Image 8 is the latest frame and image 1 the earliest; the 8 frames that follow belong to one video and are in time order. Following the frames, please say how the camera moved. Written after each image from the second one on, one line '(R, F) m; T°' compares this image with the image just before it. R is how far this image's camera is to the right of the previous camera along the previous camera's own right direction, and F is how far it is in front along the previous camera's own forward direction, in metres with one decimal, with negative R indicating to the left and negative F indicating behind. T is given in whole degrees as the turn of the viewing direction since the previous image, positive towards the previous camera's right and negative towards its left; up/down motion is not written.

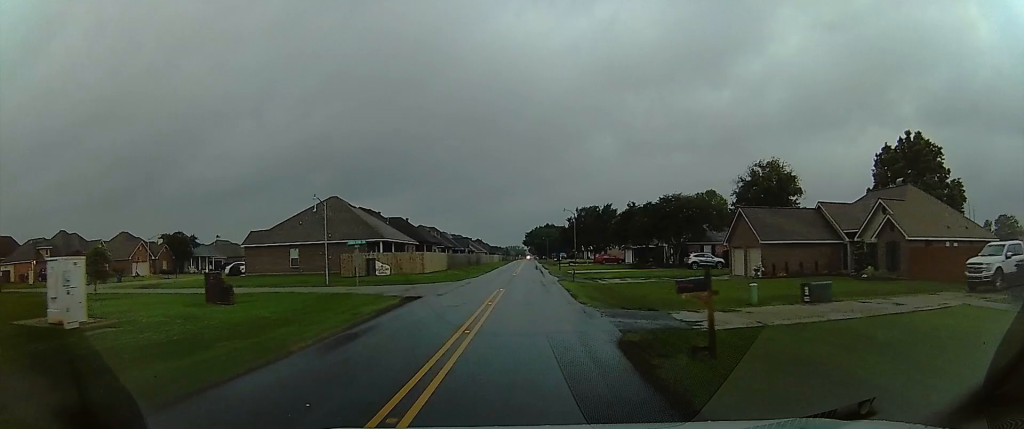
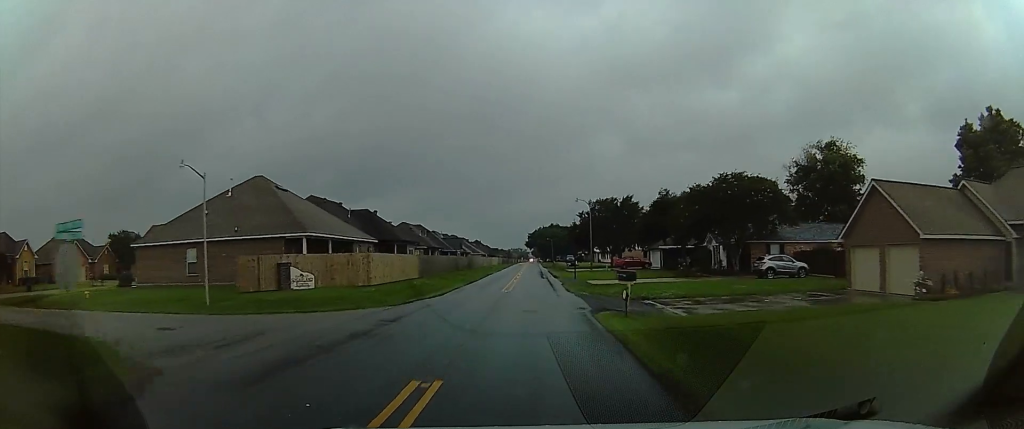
(0.0, +16.4) m; 0°
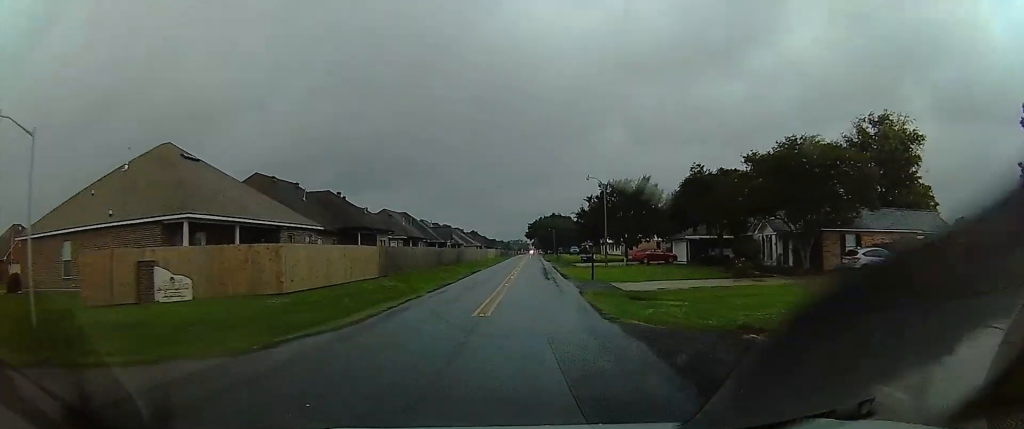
(0.0, +11.4) m; 0°
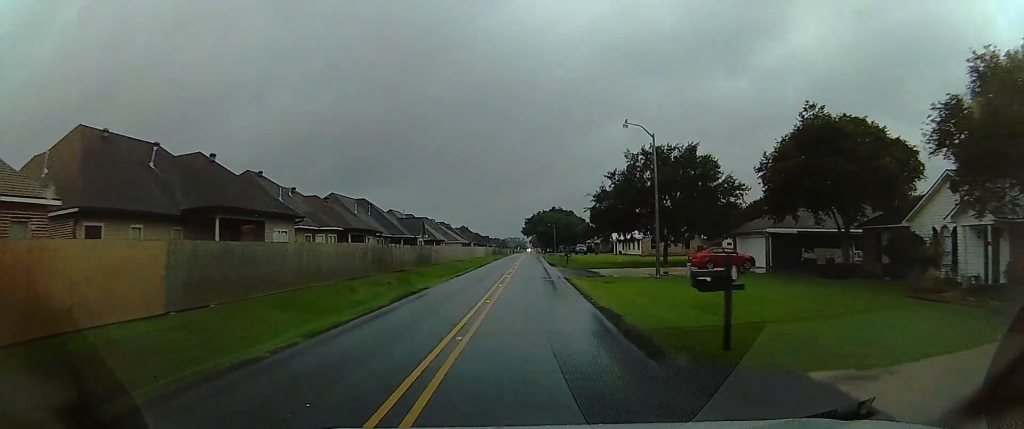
(0.0, +20.8) m; 0°
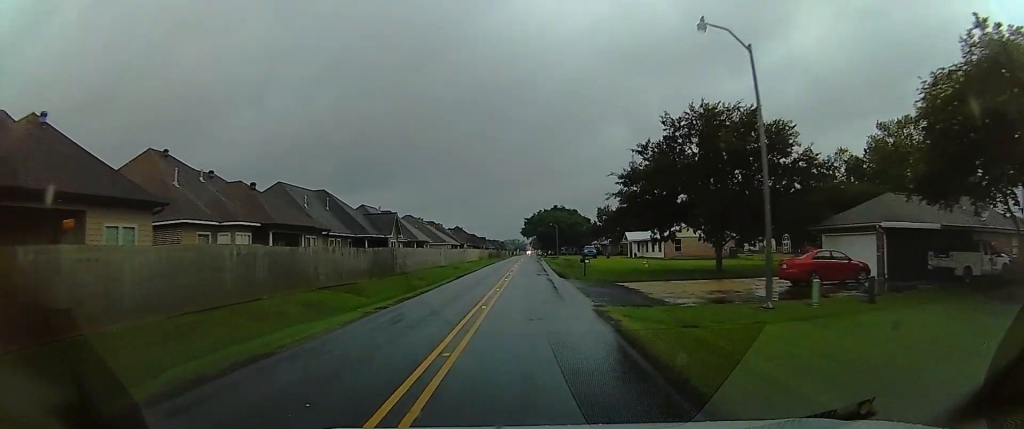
(0.0, +14.1) m; 0°
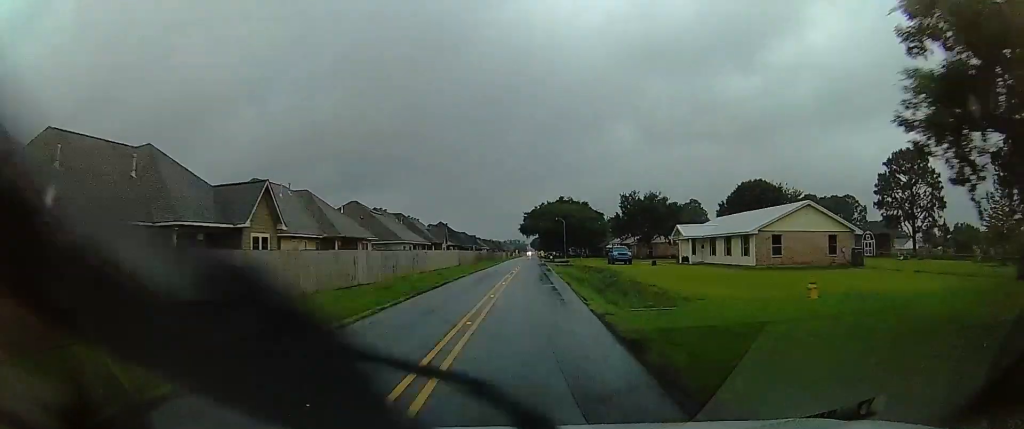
(0.0, +28.4) m; 0°
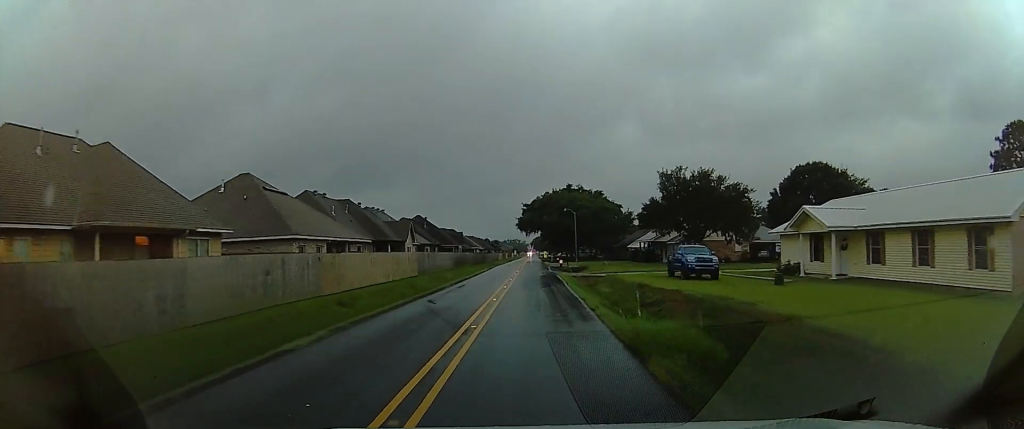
(0.0, +25.2) m; 0°
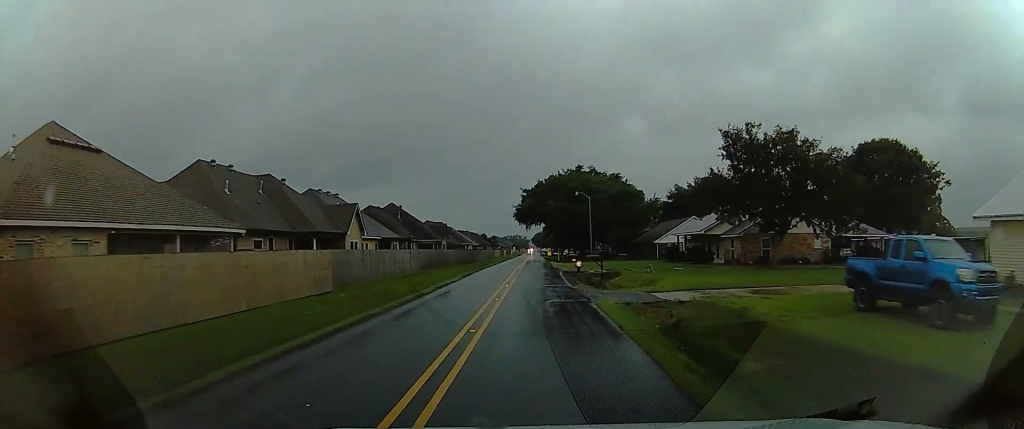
(0.0, +20.0) m; 0°
